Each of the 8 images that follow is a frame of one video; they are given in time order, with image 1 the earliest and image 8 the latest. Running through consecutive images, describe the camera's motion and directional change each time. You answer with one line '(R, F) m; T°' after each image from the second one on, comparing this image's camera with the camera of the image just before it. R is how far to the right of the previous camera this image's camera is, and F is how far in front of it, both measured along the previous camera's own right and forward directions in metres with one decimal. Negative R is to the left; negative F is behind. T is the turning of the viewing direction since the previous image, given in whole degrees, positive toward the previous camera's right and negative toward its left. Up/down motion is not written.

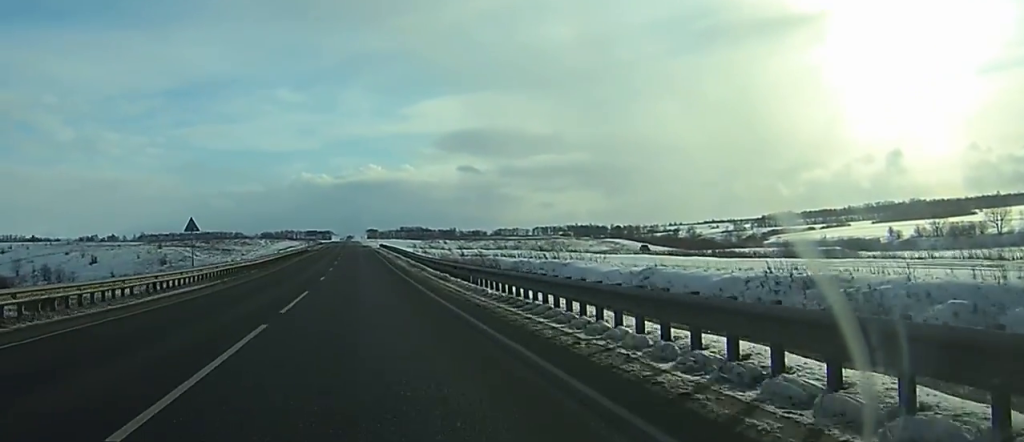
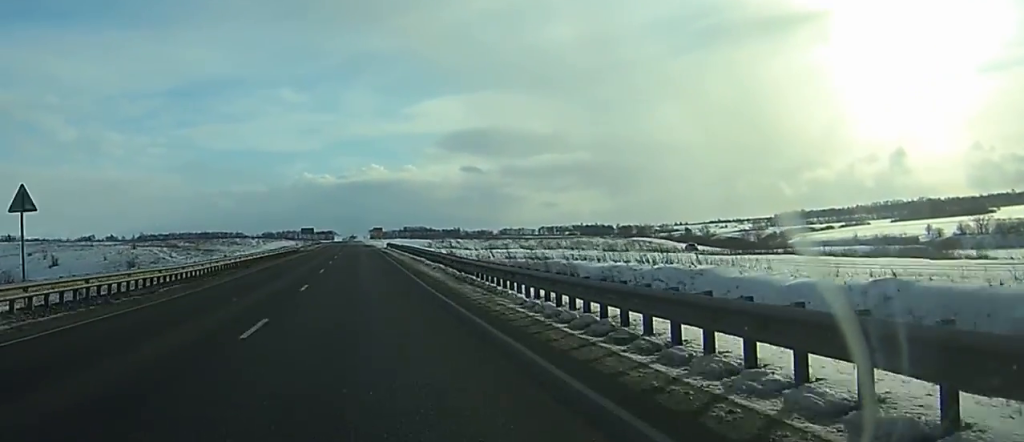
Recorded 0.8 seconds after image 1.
(-0.3, +23.6) m; -1°
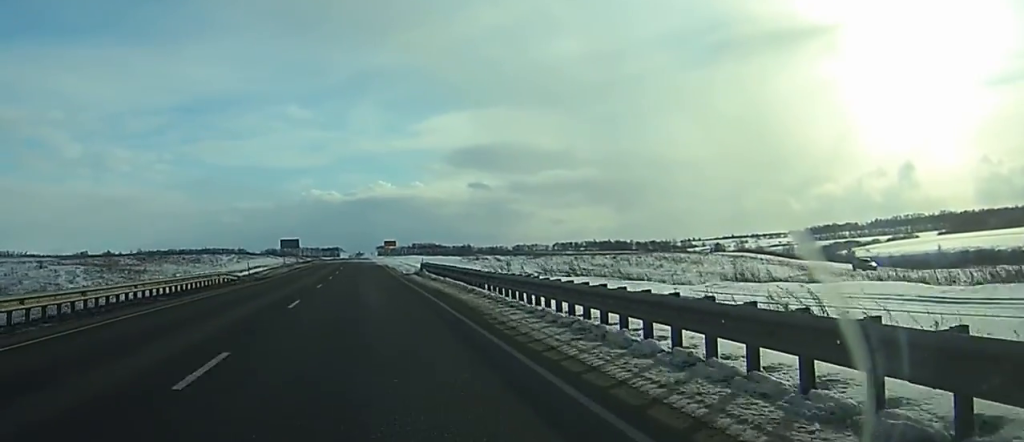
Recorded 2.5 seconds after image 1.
(-1.0, +53.0) m; -1°
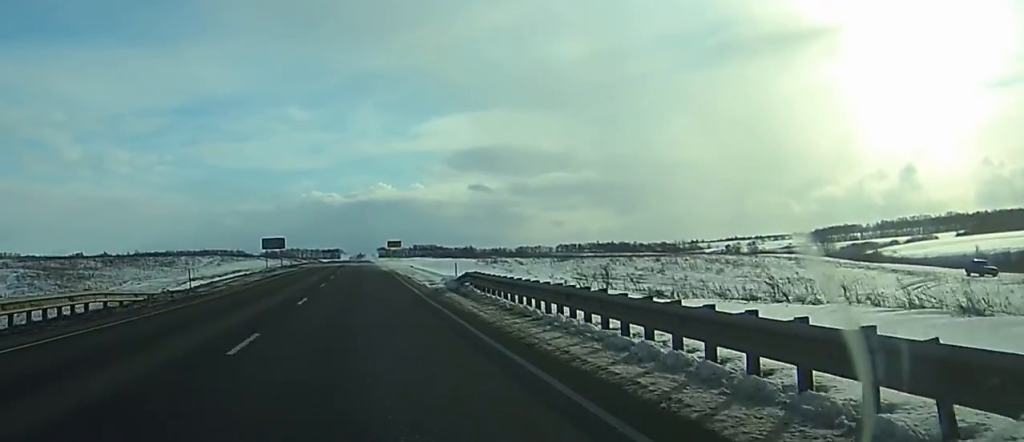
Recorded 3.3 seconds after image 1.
(+0.2, +21.4) m; 0°
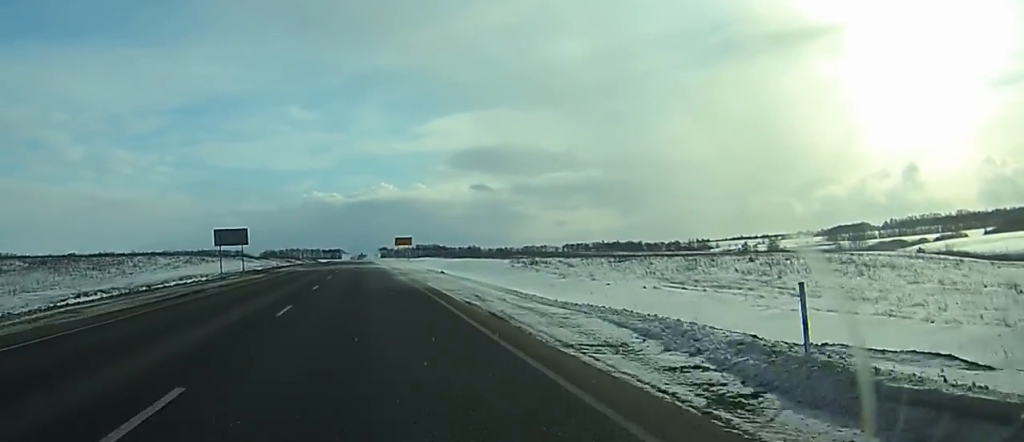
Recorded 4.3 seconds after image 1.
(0.0, +30.7) m; 0°
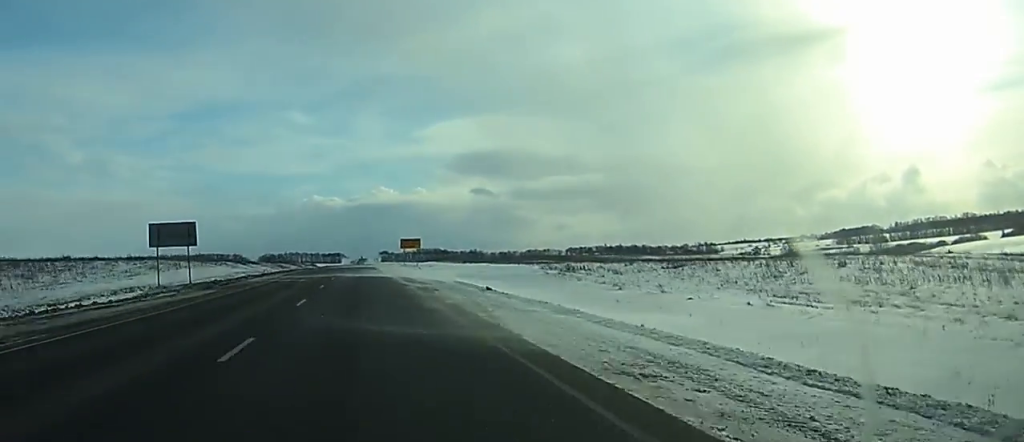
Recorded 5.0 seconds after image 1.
(-0.1, +18.9) m; 0°
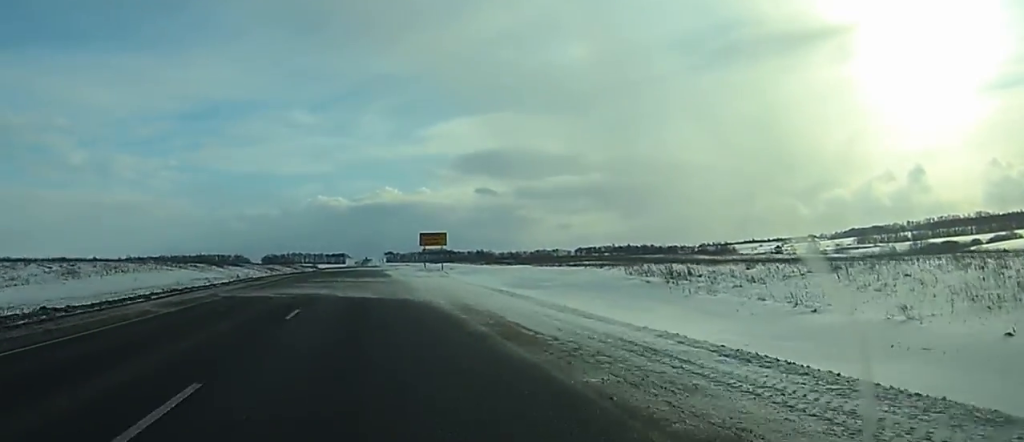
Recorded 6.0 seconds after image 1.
(-0.1, +29.2) m; 0°
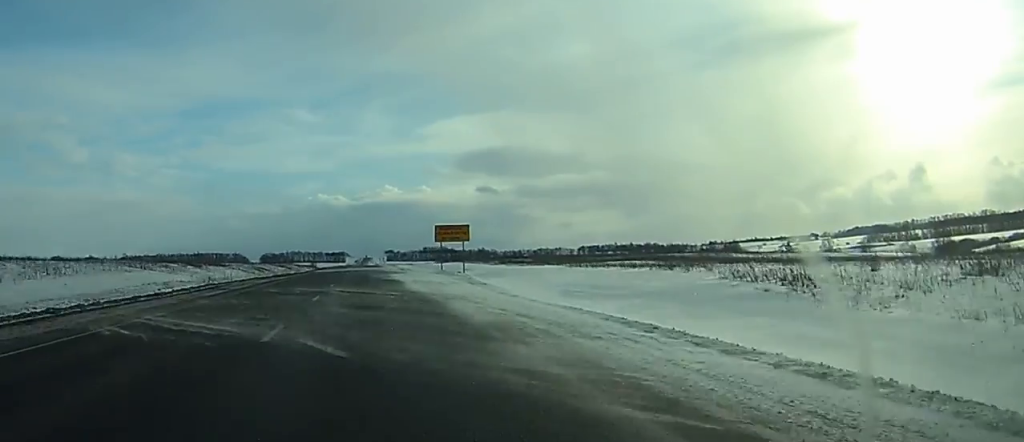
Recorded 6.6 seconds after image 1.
(+0.1, +16.9) m; 0°
